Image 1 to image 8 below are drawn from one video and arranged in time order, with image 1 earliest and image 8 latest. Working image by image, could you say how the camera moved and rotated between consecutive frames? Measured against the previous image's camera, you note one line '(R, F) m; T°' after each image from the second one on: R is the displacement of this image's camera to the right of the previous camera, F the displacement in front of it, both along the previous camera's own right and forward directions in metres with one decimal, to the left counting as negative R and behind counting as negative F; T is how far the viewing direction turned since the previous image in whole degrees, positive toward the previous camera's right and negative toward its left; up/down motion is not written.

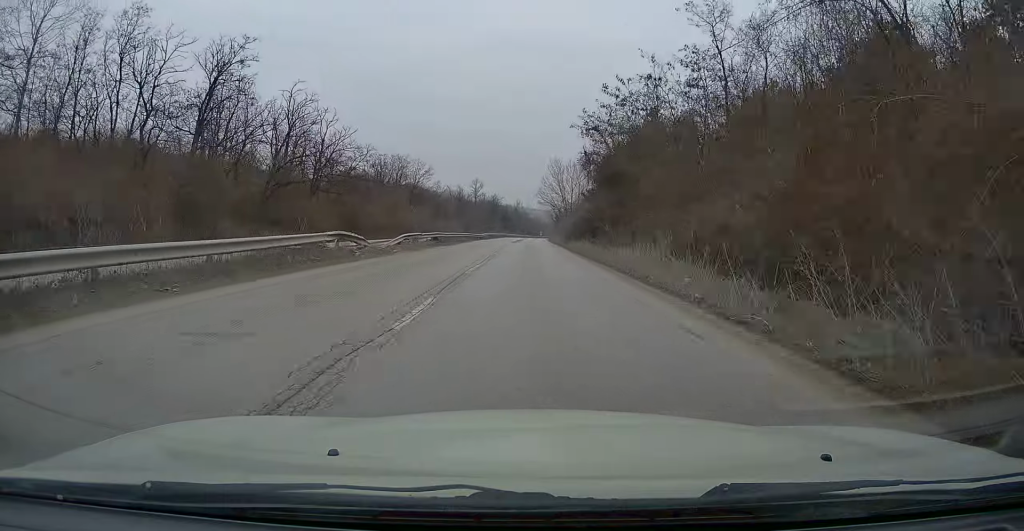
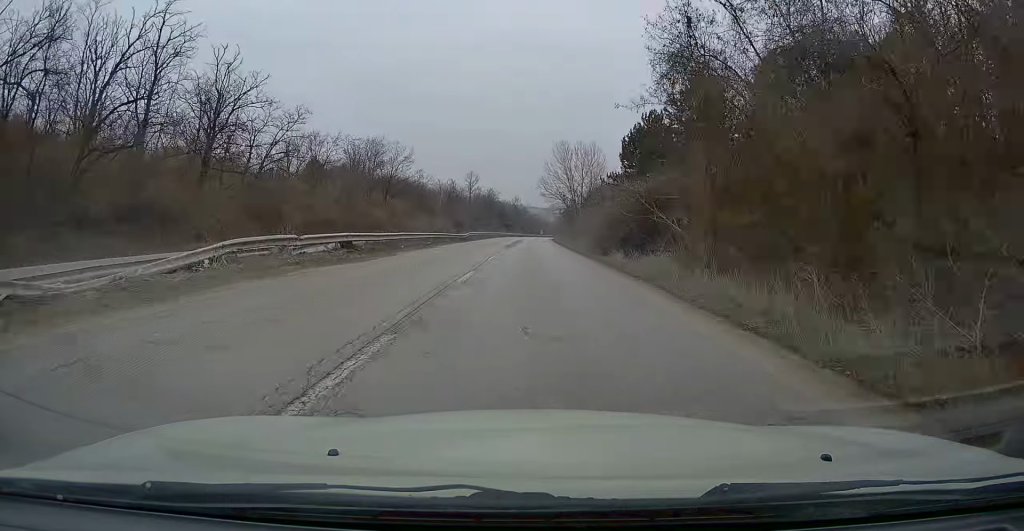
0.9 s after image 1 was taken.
(0.0, +21.4) m; 0°
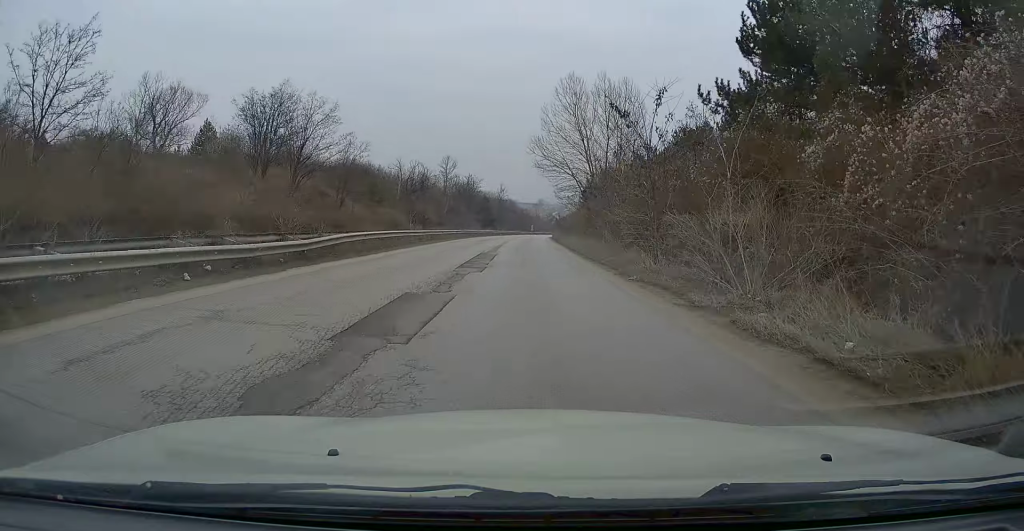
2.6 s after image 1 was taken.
(+0.6, +38.2) m; +1°
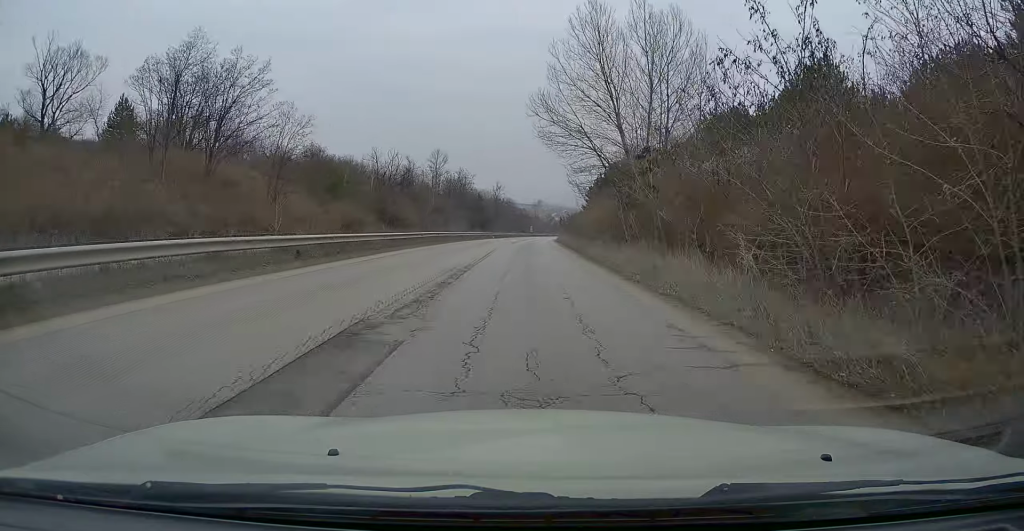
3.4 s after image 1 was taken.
(-0.3, +19.1) m; 0°
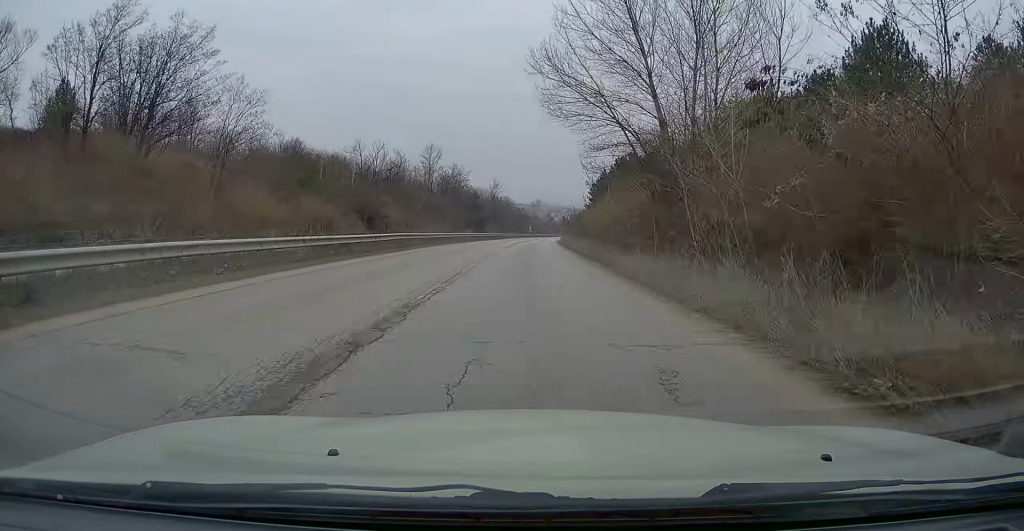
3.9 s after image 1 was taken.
(0.0, +9.9) m; 0°
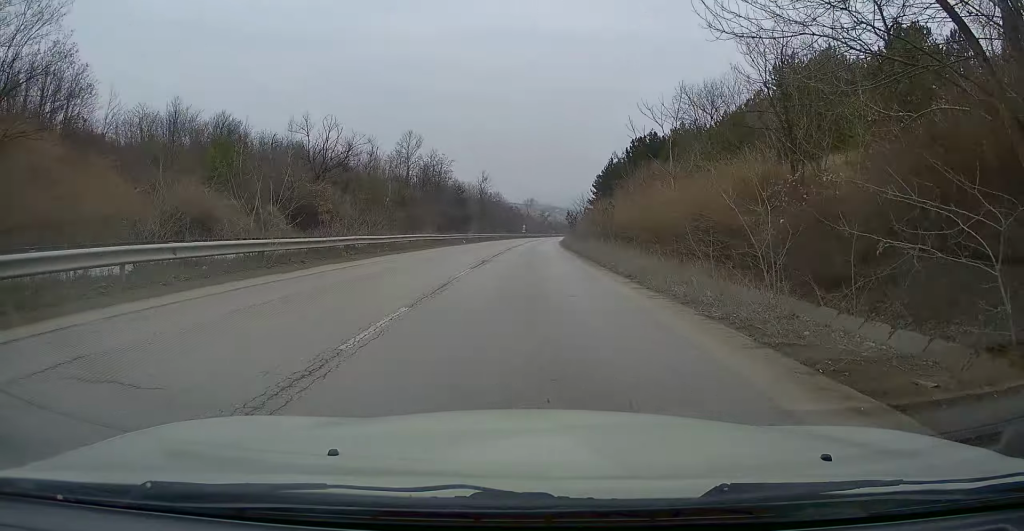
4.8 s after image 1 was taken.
(+0.3, +21.4) m; +1°
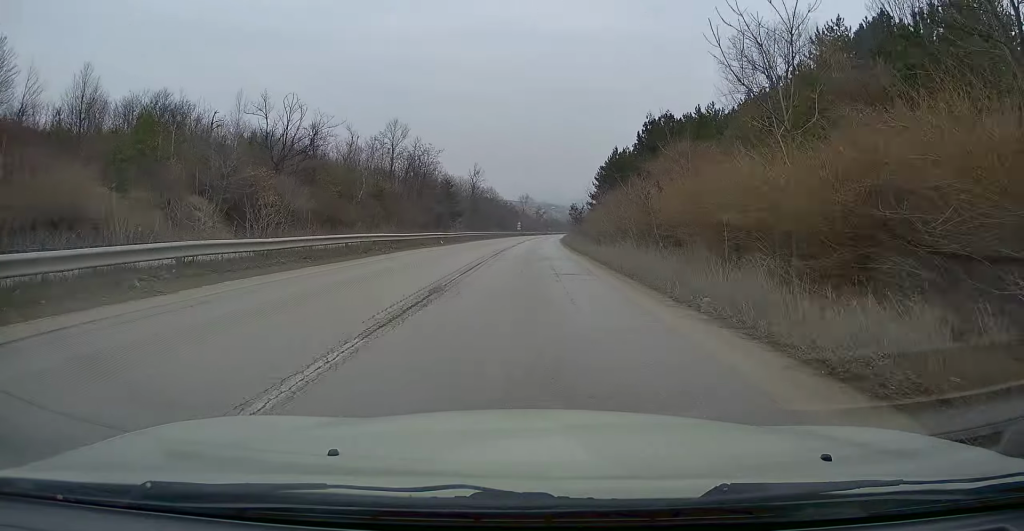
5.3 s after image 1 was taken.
(0.0, +11.5) m; 0°
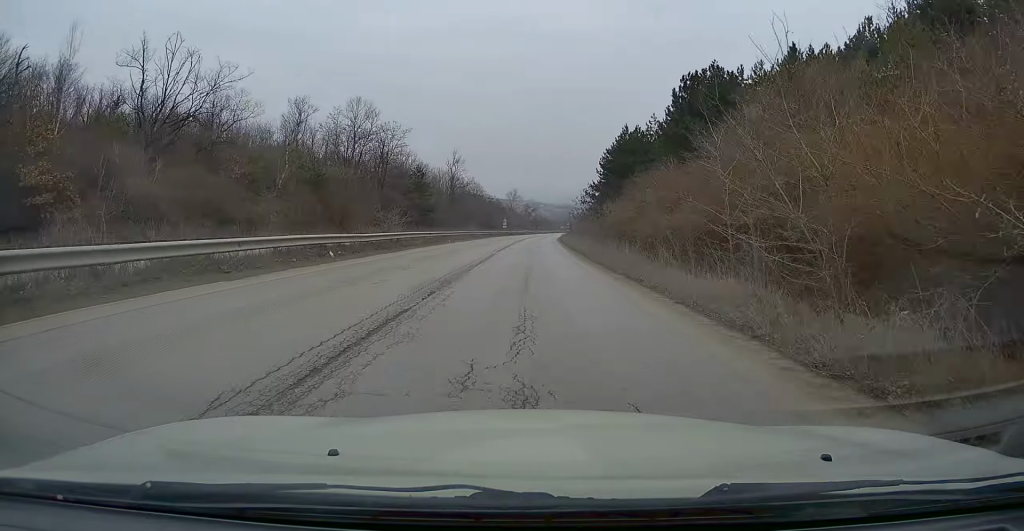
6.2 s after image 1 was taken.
(0.0, +21.6) m; +1°
